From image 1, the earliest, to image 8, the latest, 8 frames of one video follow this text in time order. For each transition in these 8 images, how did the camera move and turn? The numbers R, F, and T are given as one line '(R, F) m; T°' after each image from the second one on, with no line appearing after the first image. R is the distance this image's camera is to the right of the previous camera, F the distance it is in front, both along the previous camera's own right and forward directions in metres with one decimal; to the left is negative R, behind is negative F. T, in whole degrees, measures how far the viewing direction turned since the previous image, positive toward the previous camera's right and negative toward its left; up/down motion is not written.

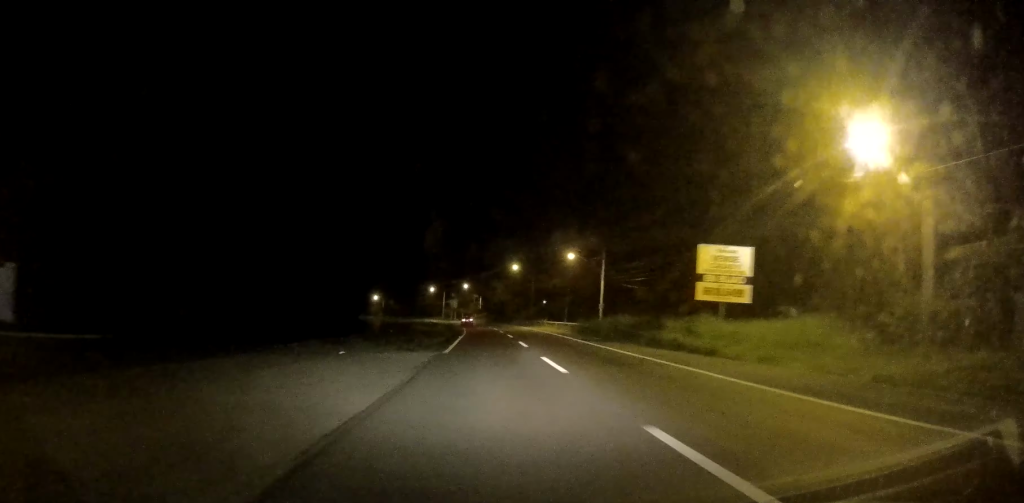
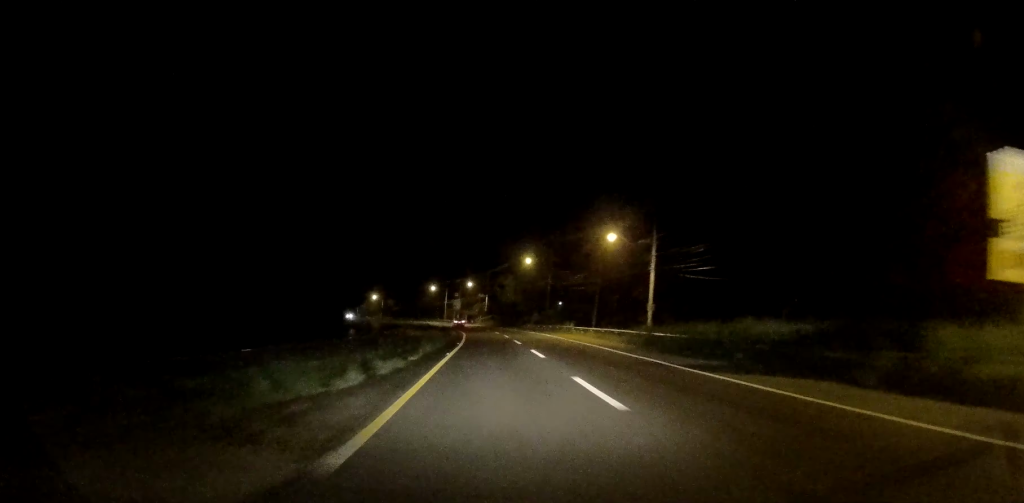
(-0.1, +18.6) m; 0°
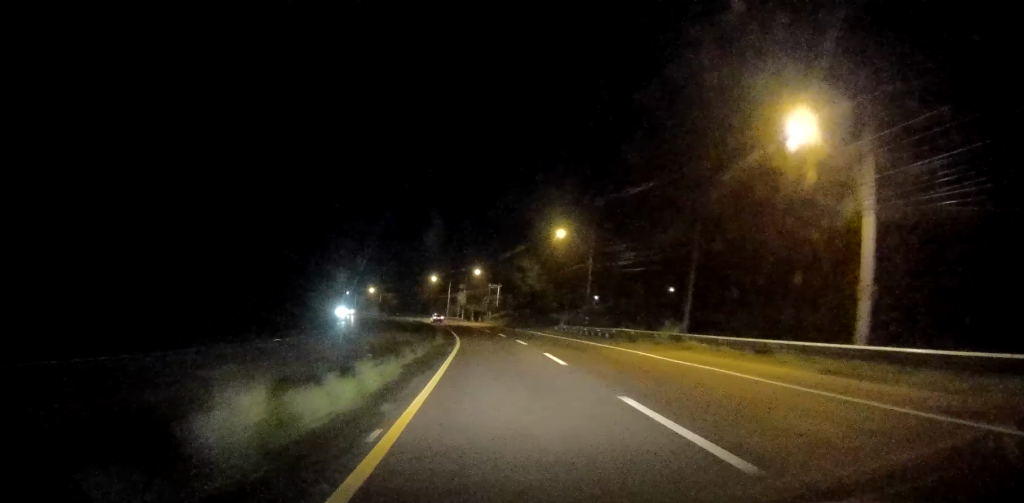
(+0.1, +27.9) m; -1°
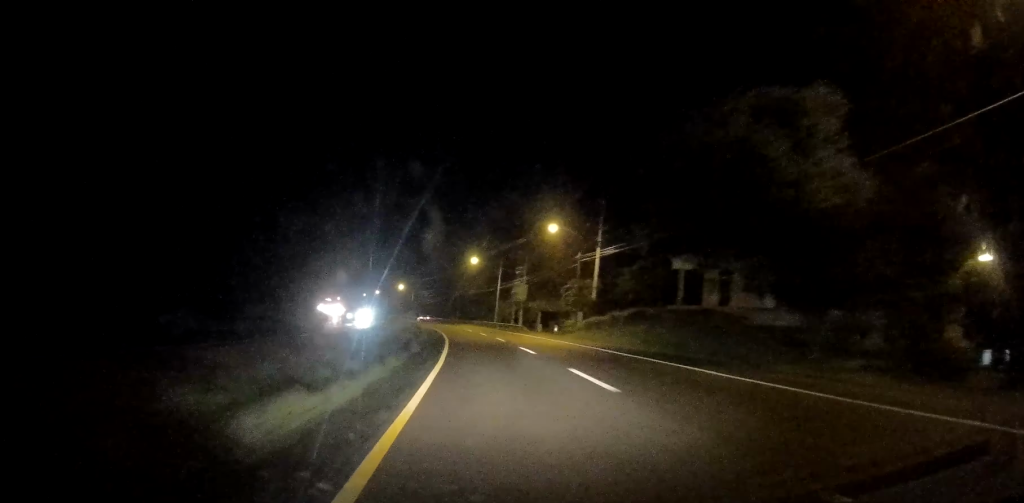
(-1.5, +53.3) m; -5°
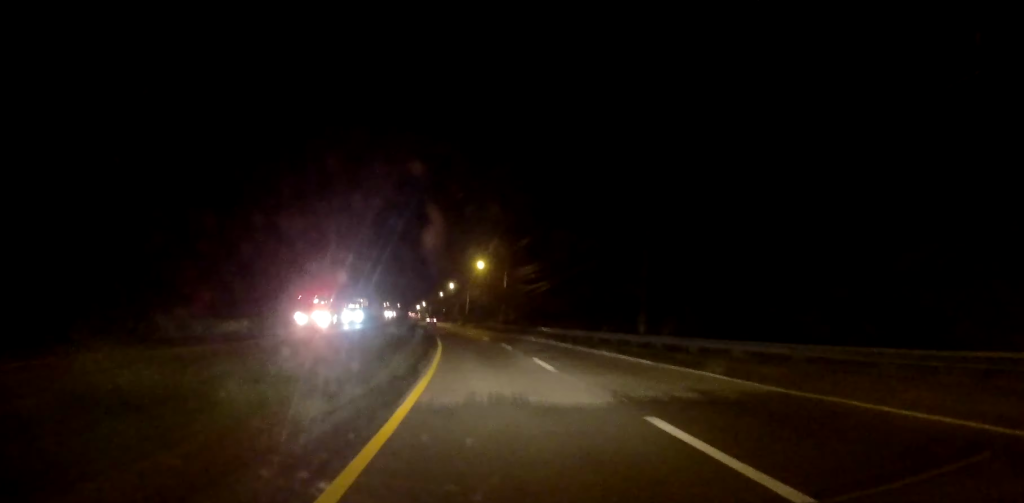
(-7.0, +80.4) m; -8°
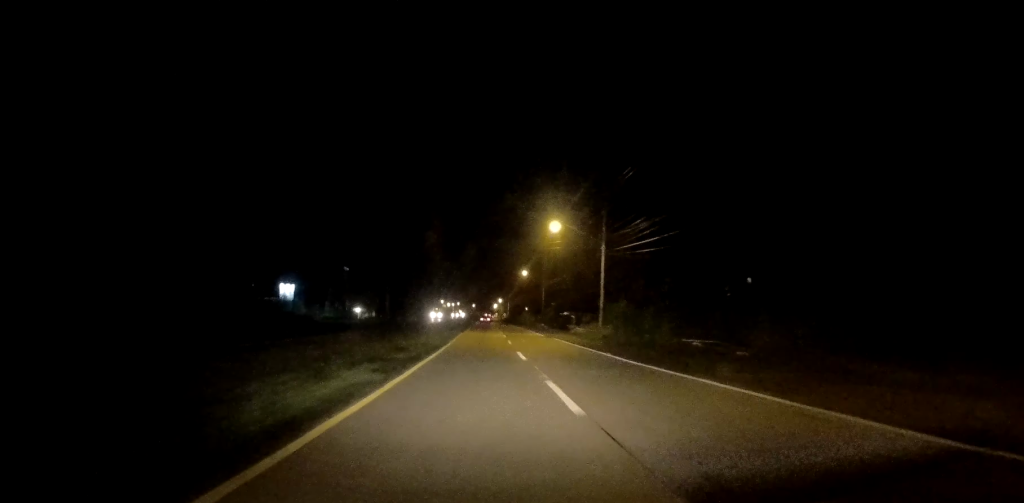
(-4.1, +81.1) m; -6°
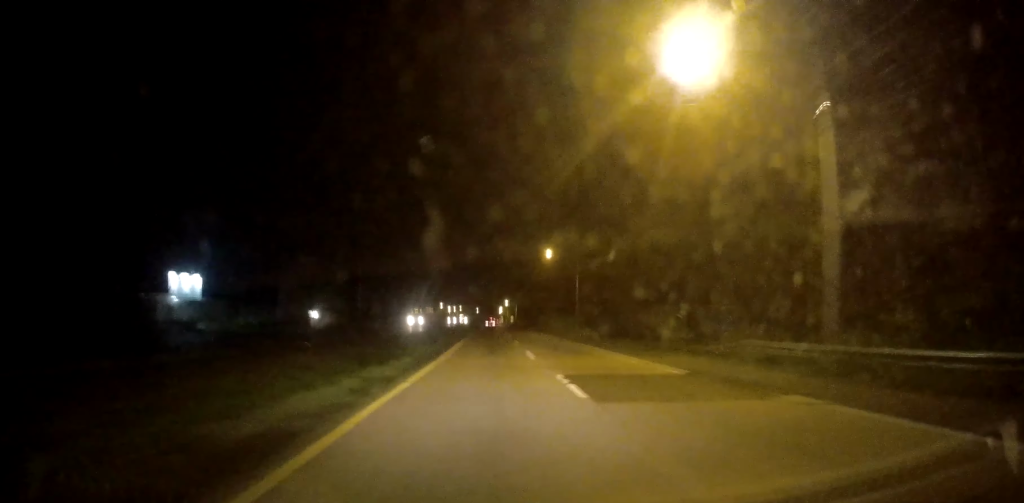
(-0.6, +31.6) m; -2°
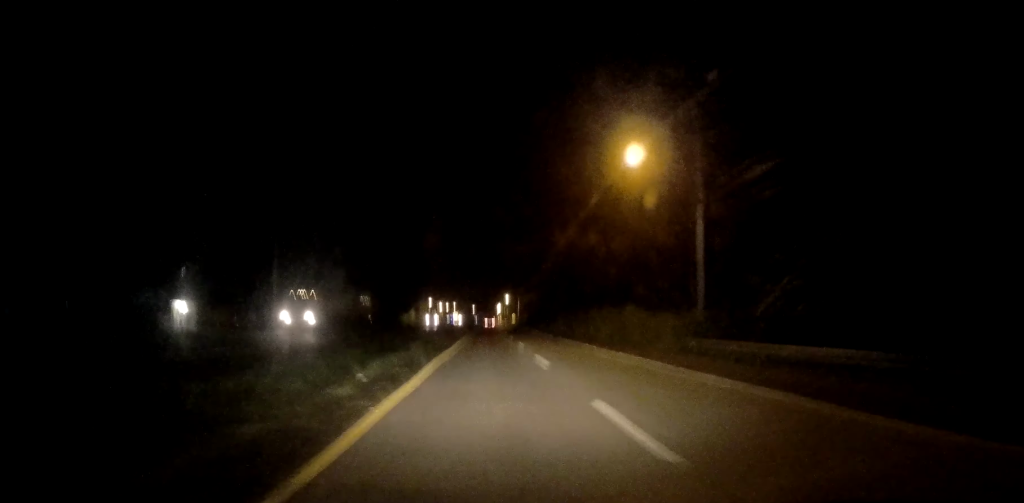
(-0.7, +39.4) m; -1°
